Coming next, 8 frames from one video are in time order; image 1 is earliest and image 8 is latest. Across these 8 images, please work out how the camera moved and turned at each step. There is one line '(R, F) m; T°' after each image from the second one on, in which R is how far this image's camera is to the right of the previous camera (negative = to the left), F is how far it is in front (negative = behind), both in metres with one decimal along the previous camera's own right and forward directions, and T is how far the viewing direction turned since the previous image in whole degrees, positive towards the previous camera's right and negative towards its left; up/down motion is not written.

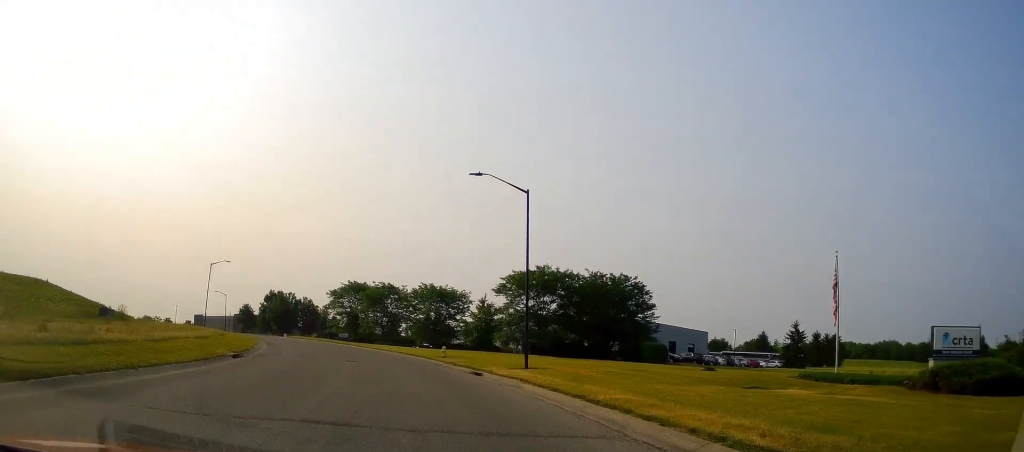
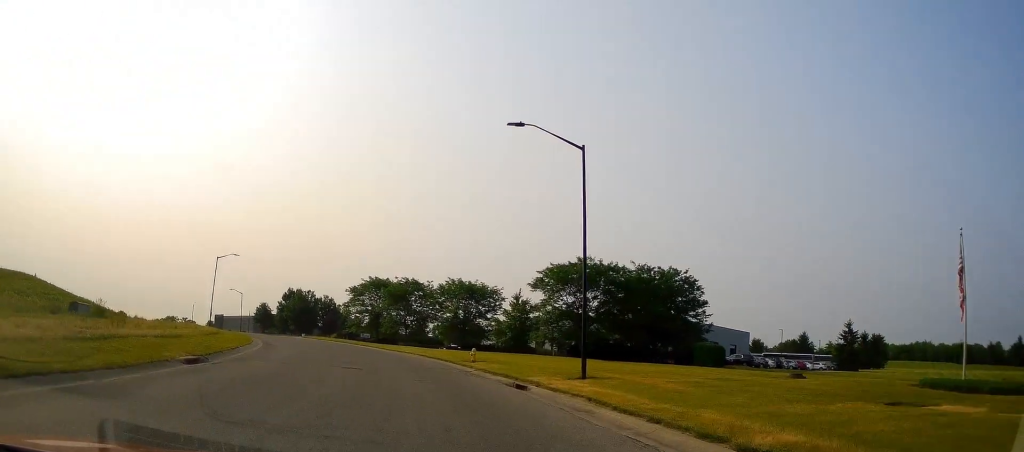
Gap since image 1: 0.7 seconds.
(-0.1, +7.0) m; -1°
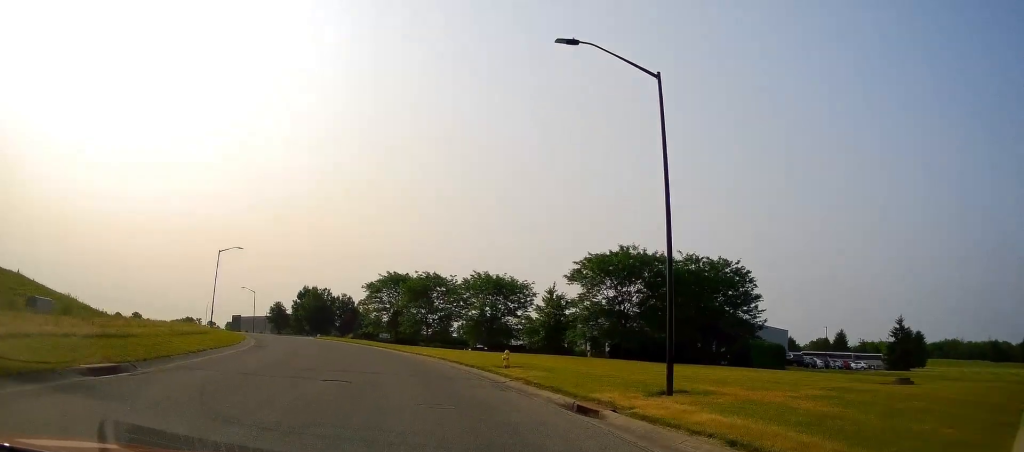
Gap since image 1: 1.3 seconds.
(+0.1, +6.6) m; -2°
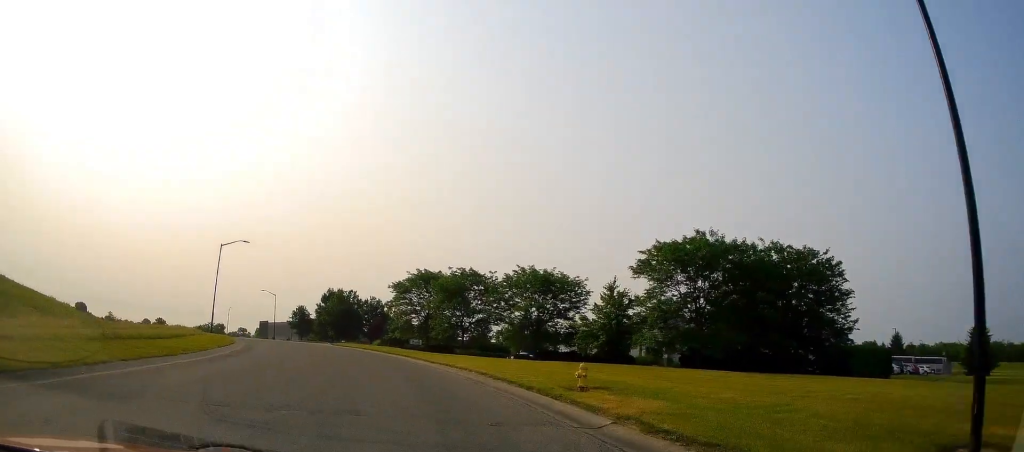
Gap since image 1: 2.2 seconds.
(-0.3, +9.1) m; -7°
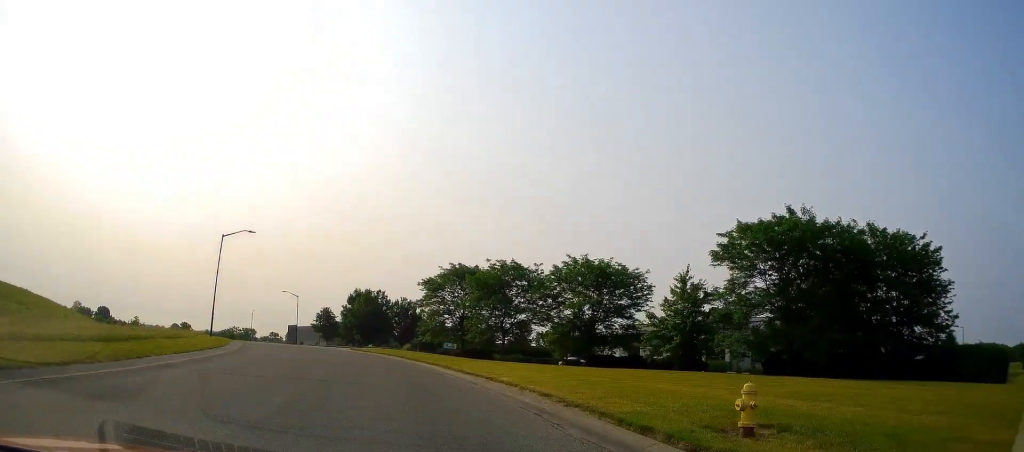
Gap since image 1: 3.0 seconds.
(-0.7, +8.0) m; -7°
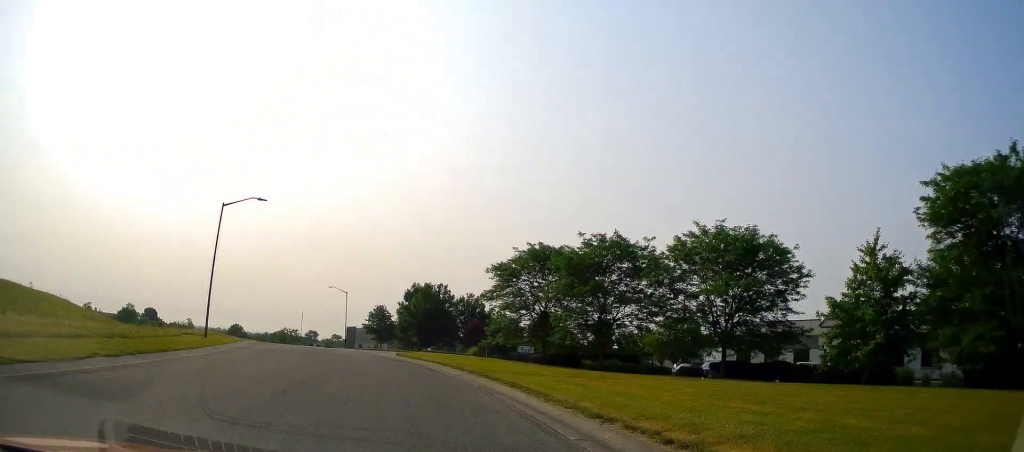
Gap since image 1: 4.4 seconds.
(-0.9, +13.3) m; -5°
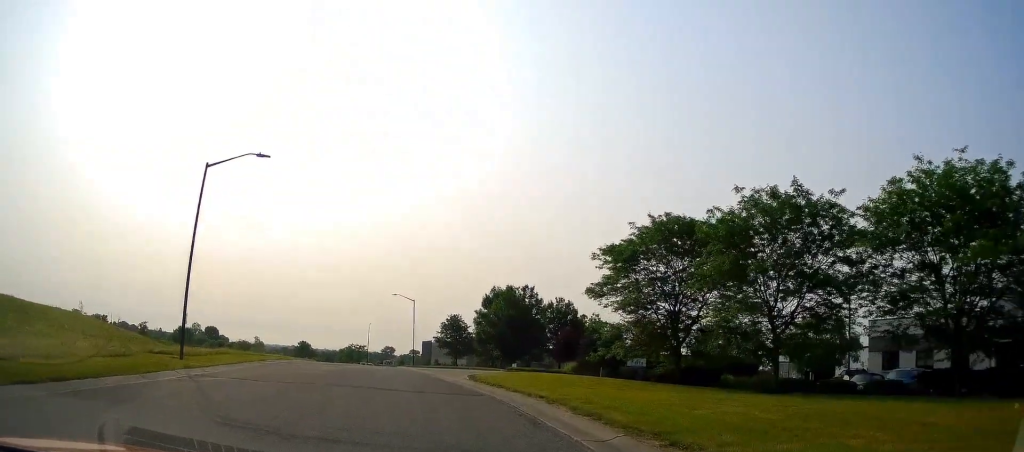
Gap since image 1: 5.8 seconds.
(-0.3, +12.8) m; -5°
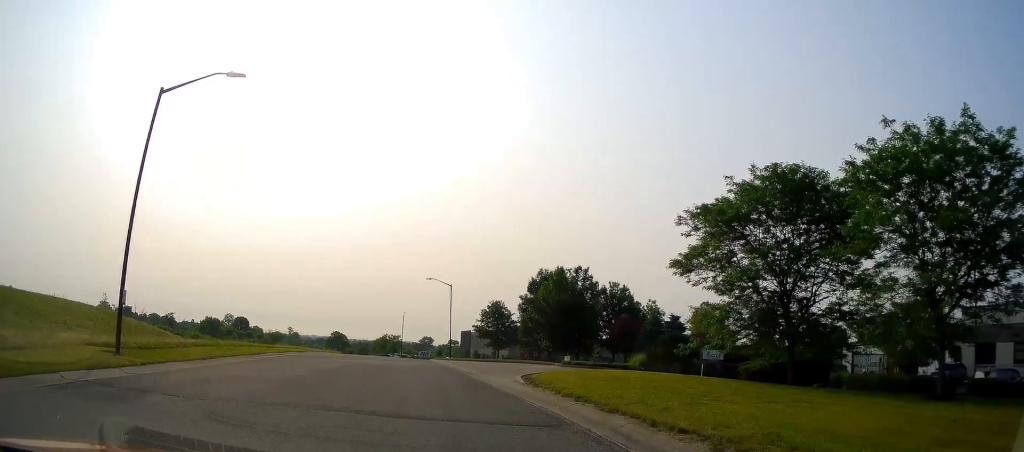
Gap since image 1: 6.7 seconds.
(-0.4, +7.9) m; -4°
